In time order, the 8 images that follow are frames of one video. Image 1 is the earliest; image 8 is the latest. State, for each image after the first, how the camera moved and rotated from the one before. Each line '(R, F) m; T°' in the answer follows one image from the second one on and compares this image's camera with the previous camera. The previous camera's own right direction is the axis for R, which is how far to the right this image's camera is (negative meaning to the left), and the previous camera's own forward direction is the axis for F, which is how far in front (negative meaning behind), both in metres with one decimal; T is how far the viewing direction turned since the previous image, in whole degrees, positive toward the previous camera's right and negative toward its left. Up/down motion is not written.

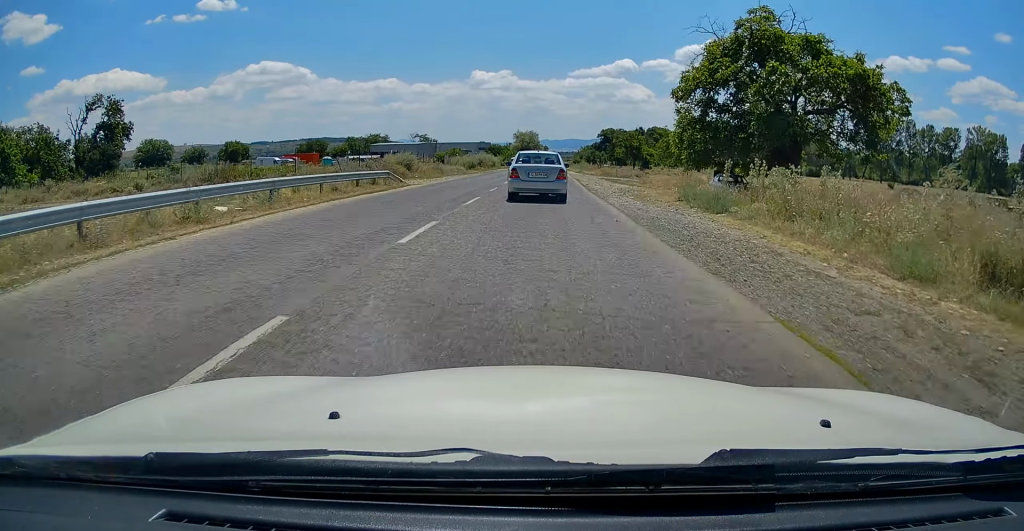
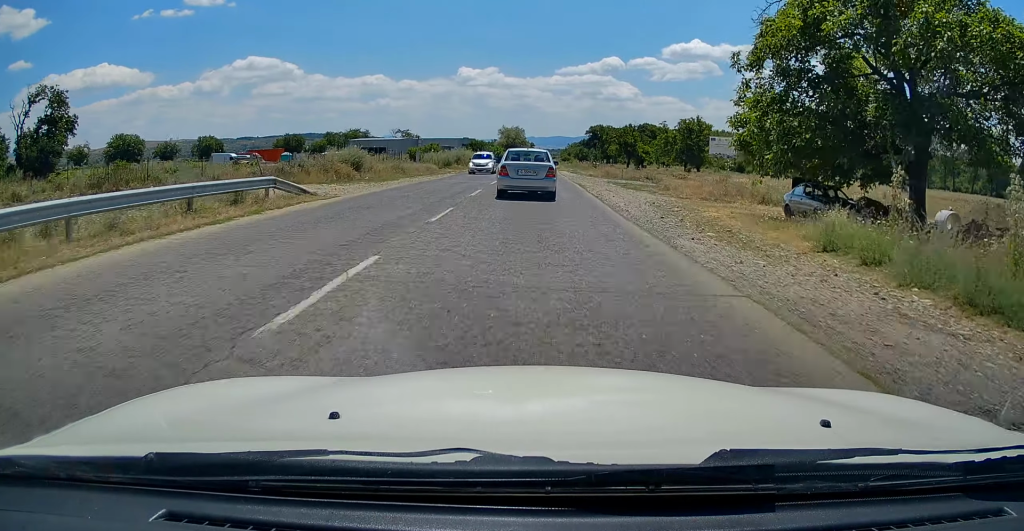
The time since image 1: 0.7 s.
(0.0, +12.0) m; +1°
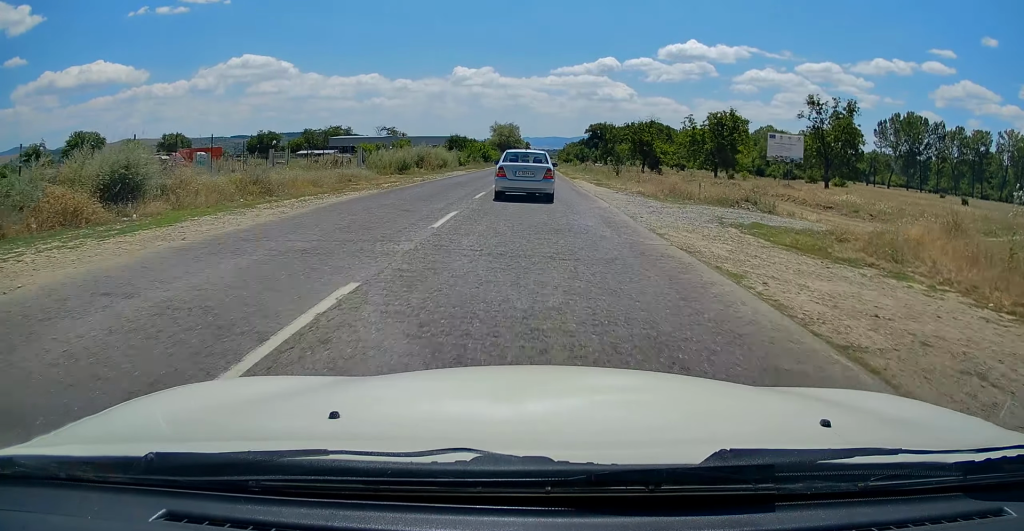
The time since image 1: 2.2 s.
(+0.3, +24.7) m; +2°
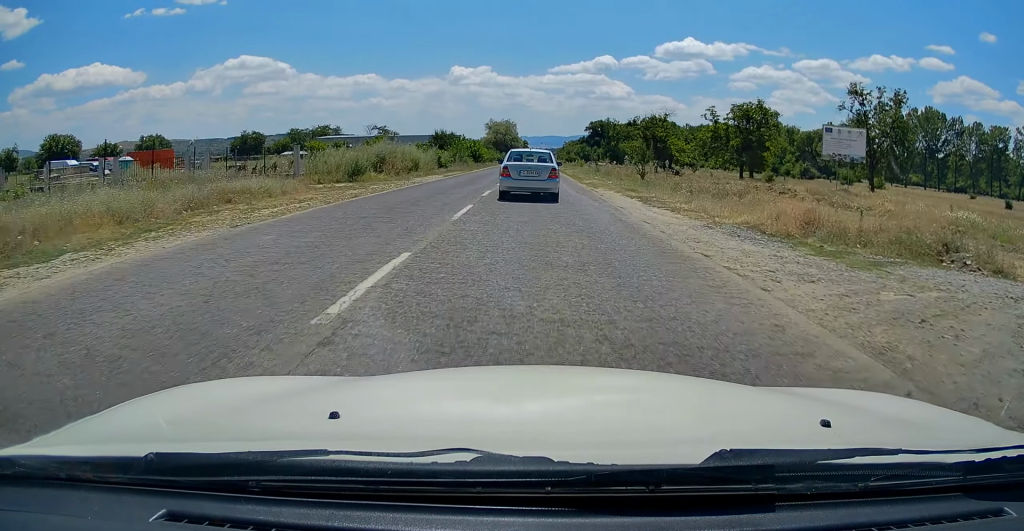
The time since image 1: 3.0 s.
(+0.2, +14.3) m; +1°
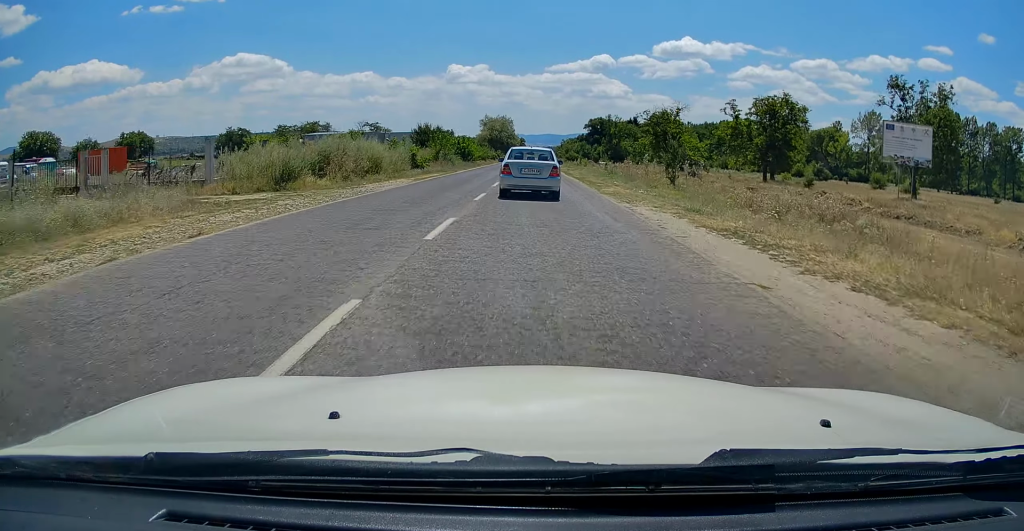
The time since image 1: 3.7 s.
(+0.1, +10.6) m; 0°
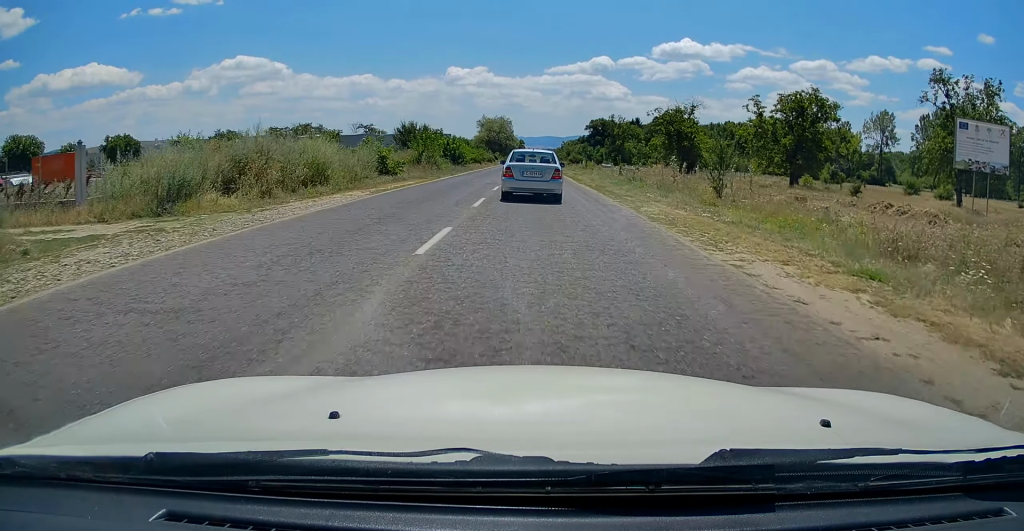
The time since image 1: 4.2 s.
(-0.1, +9.0) m; 0°
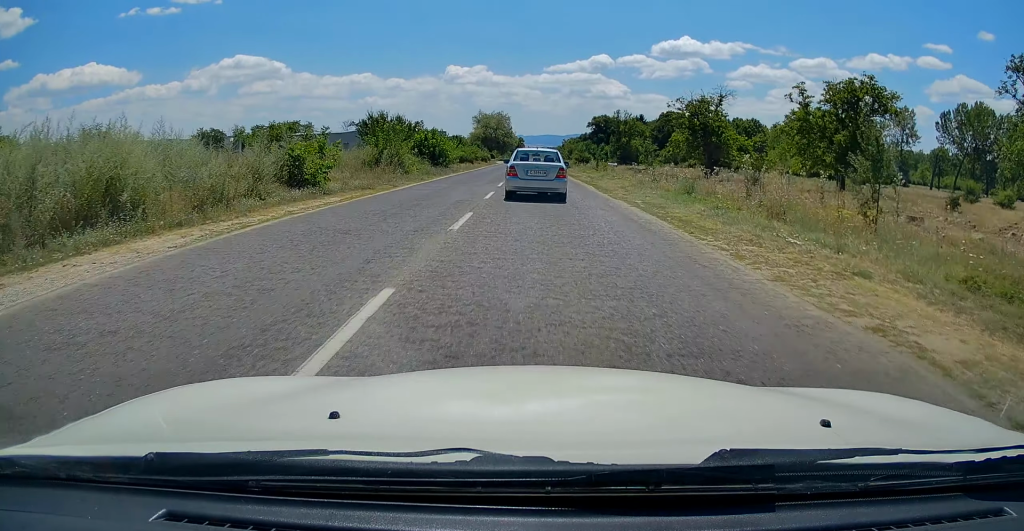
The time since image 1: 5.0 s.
(0.0, +13.0) m; 0°
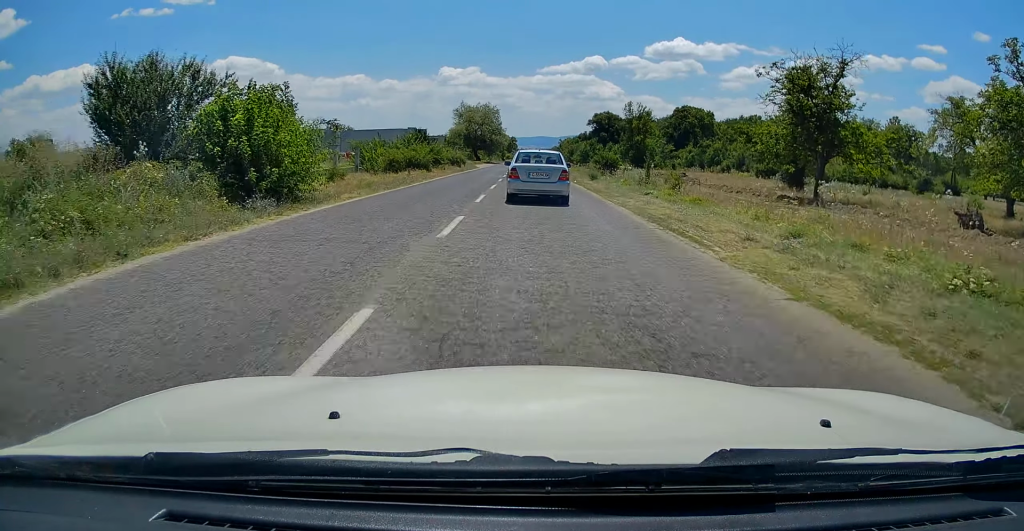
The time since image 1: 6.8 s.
(0.0, +31.2) m; 0°
